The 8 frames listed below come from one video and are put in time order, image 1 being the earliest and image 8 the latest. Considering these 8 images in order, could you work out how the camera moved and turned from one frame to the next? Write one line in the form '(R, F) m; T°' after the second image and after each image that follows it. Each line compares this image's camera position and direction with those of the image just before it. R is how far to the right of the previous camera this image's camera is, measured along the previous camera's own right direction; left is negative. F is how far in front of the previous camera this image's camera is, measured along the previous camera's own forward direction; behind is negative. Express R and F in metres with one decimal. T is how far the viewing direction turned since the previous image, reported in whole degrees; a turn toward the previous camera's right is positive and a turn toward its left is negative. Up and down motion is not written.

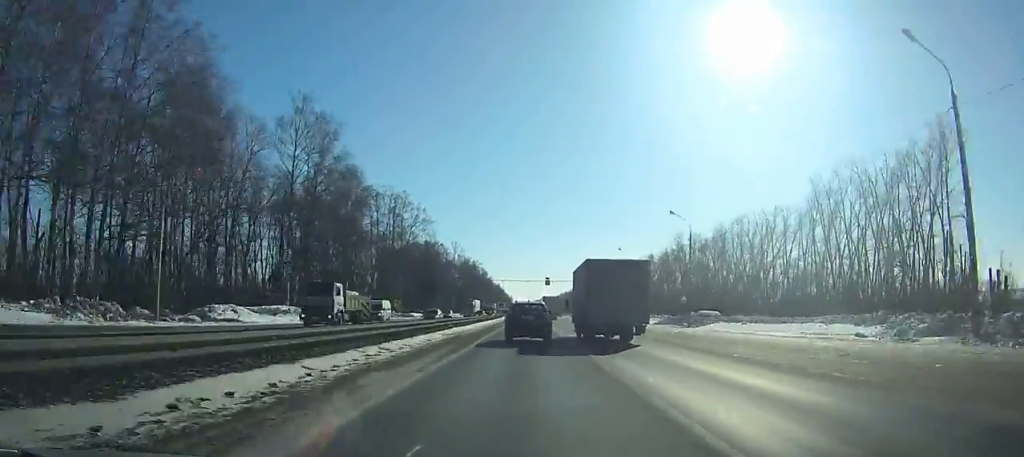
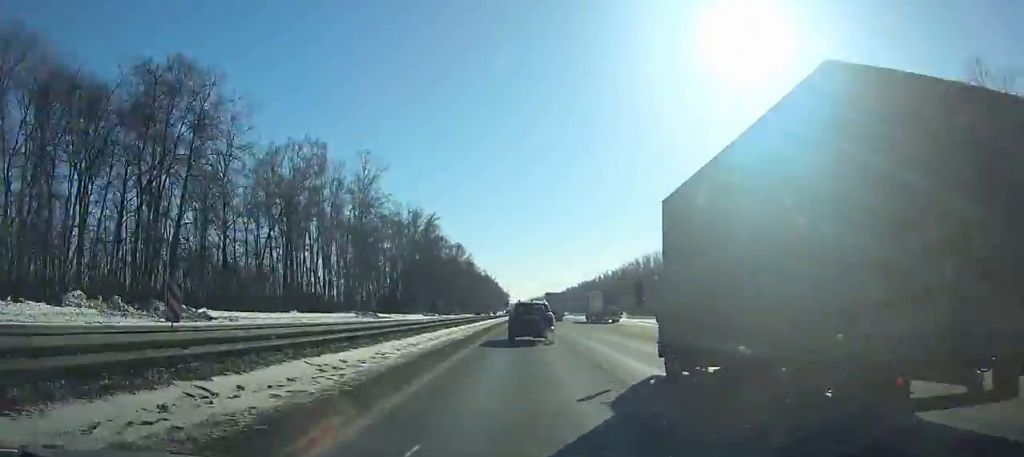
(-0.1, +120.5) m; 0°
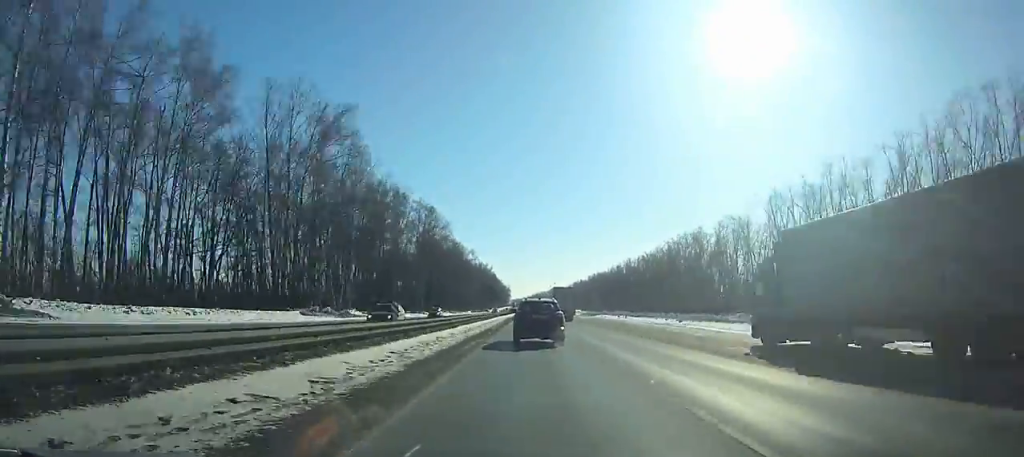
(0.0, +69.6) m; 0°
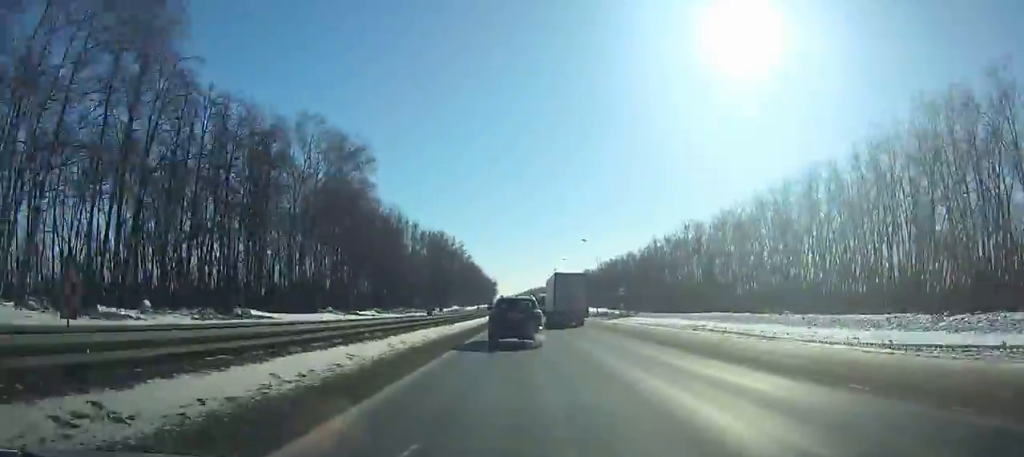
(+0.4, +125.4) m; 0°
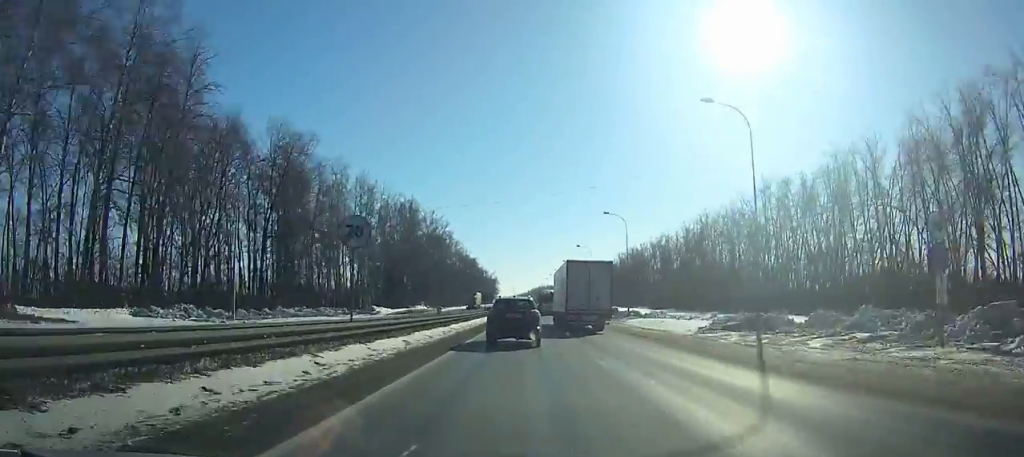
(+0.1, +57.3) m; 0°
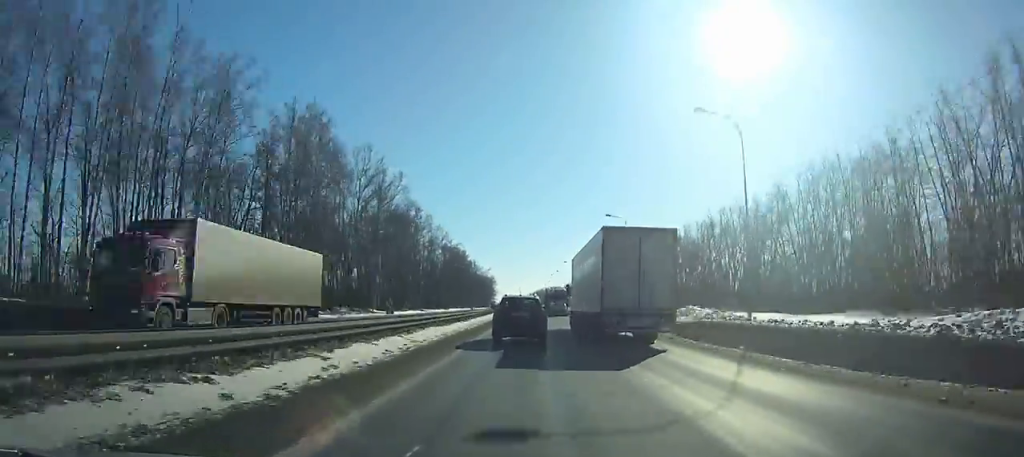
(+0.1, +68.2) m; 0°
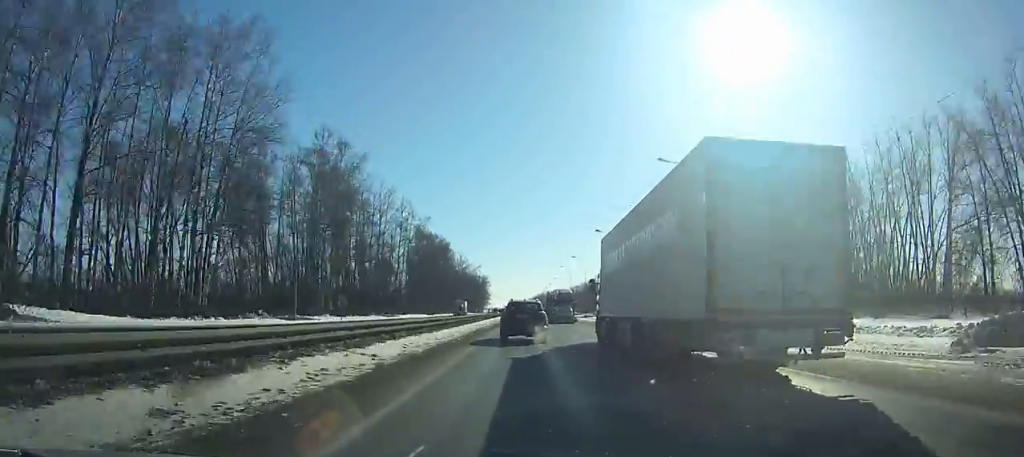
(0.0, +62.5) m; 0°
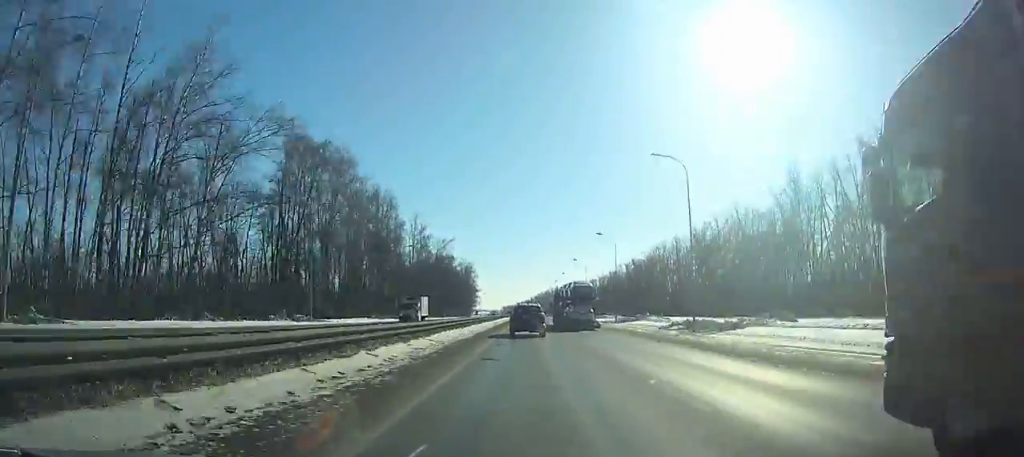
(+0.1, +104.6) m; 0°
